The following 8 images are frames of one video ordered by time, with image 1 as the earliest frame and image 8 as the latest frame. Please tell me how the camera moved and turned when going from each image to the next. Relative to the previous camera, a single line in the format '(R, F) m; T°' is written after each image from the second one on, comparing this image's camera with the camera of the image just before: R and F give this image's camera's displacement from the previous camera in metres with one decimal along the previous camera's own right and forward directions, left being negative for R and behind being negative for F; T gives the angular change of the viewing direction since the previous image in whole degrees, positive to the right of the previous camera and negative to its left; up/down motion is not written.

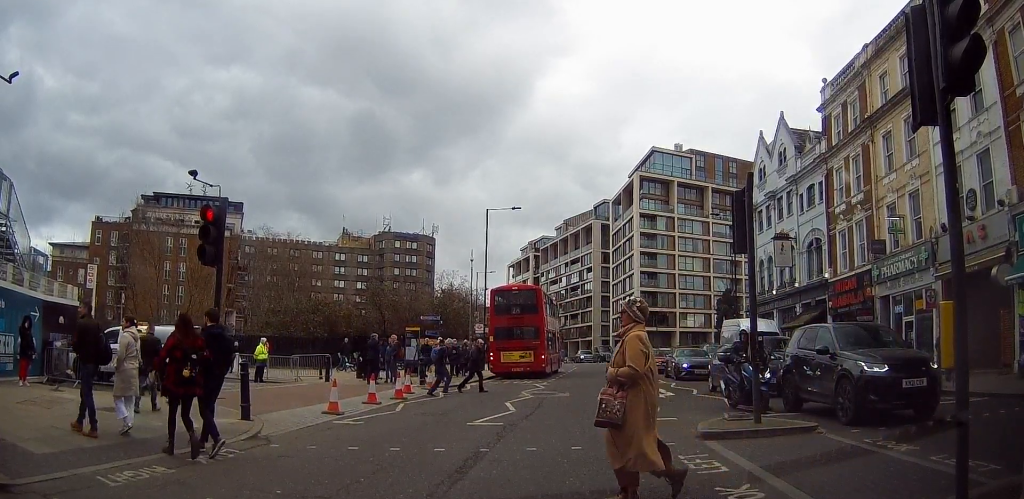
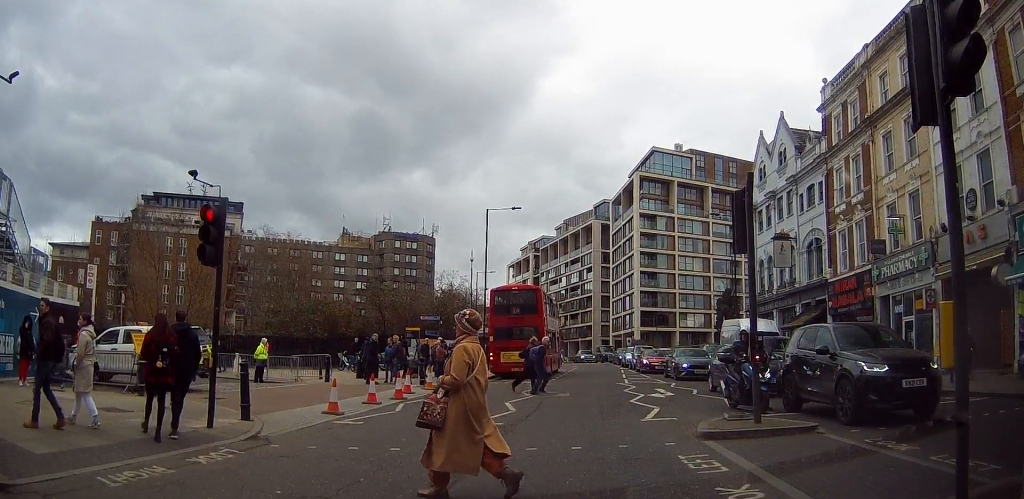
(0.0, 0.0) m; 0°
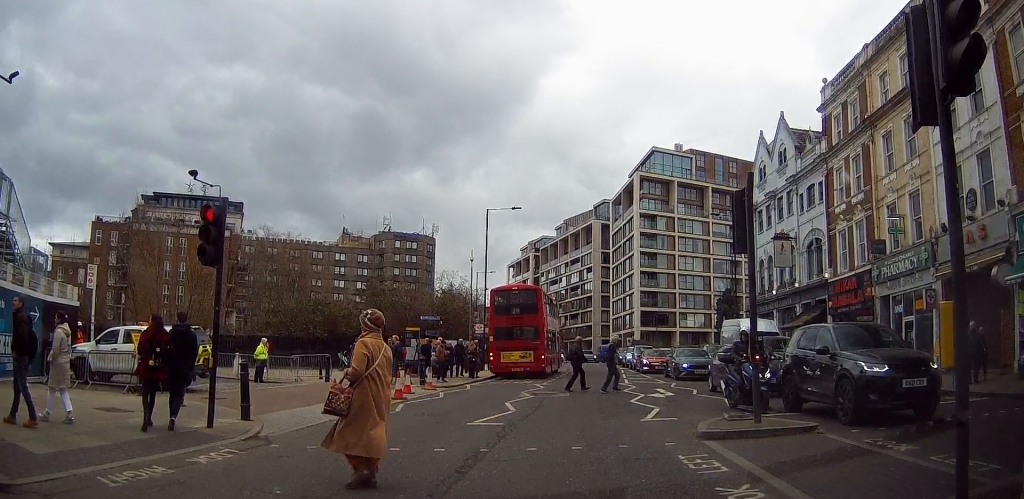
(0.0, 0.0) m; 0°
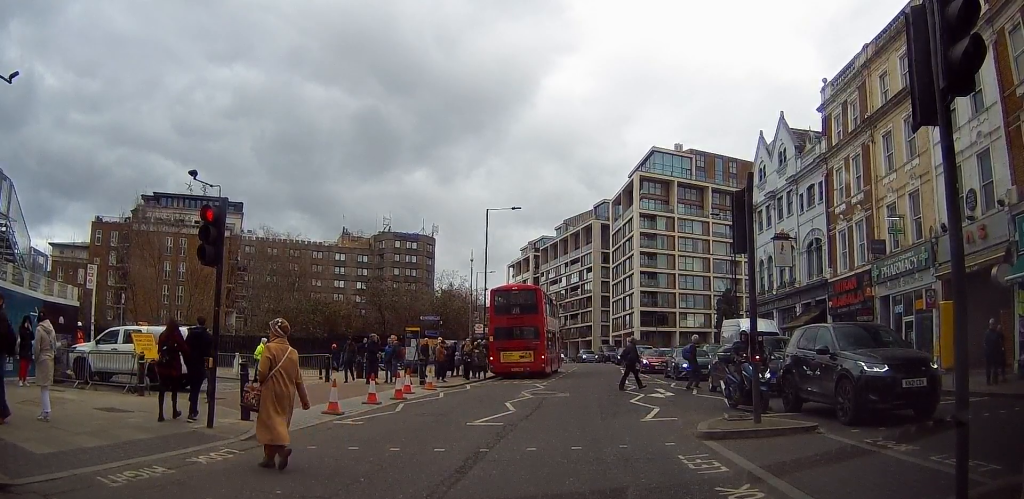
(0.0, 0.0) m; 0°
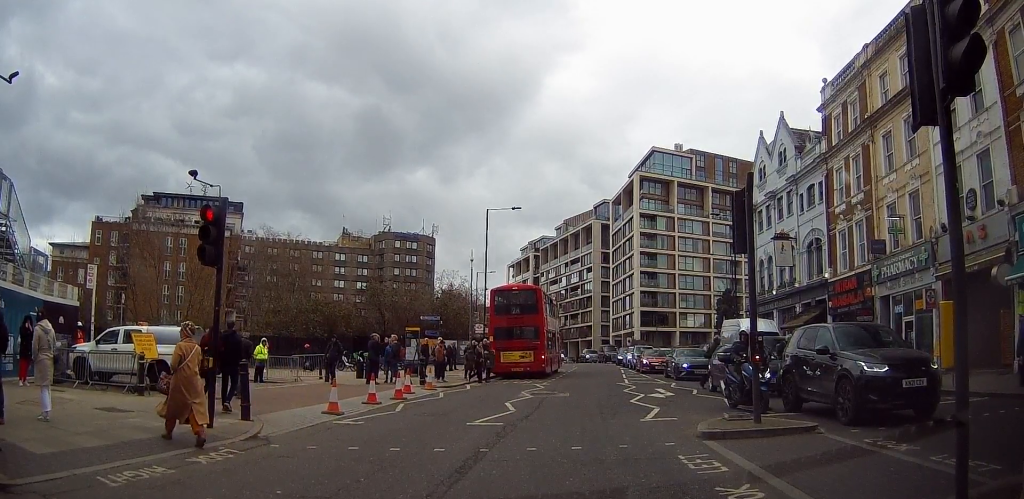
(0.0, 0.0) m; 0°
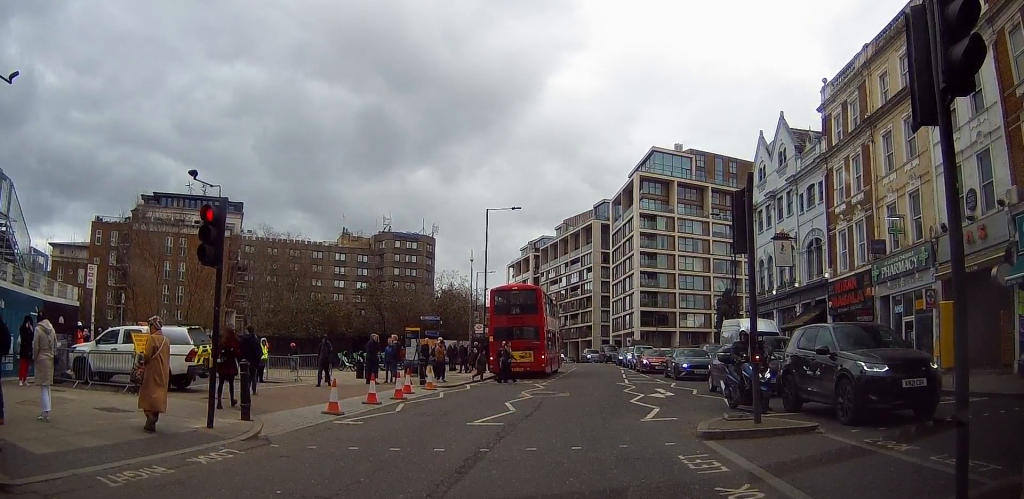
(0.0, 0.0) m; 0°
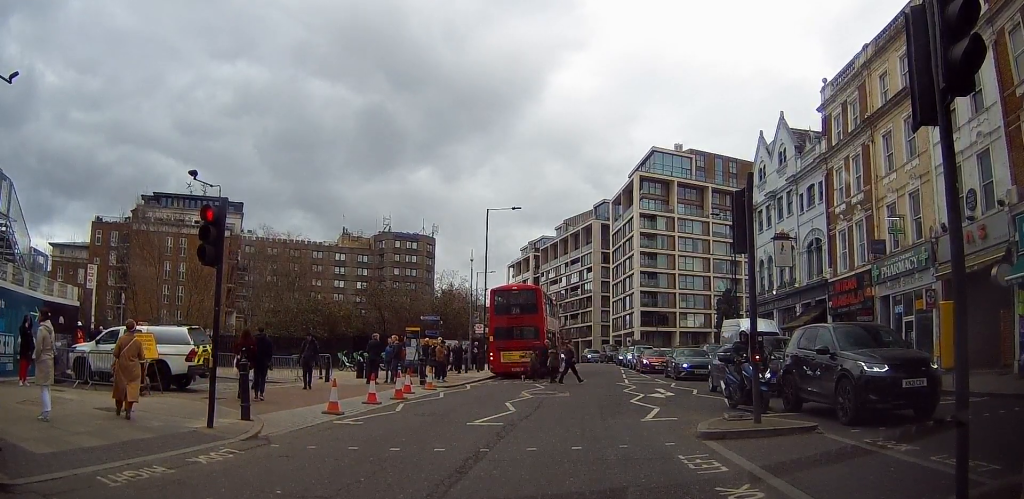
(0.0, 0.0) m; 0°
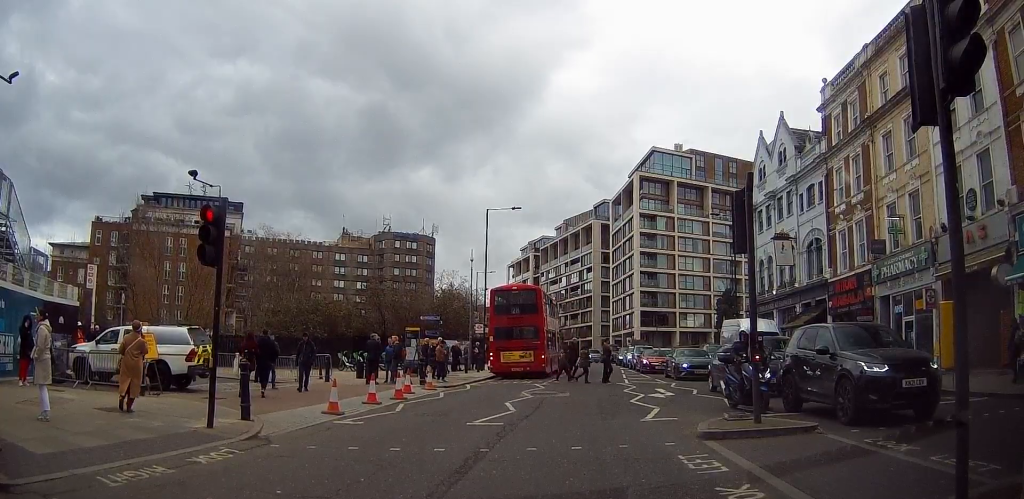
(0.0, 0.0) m; 0°
